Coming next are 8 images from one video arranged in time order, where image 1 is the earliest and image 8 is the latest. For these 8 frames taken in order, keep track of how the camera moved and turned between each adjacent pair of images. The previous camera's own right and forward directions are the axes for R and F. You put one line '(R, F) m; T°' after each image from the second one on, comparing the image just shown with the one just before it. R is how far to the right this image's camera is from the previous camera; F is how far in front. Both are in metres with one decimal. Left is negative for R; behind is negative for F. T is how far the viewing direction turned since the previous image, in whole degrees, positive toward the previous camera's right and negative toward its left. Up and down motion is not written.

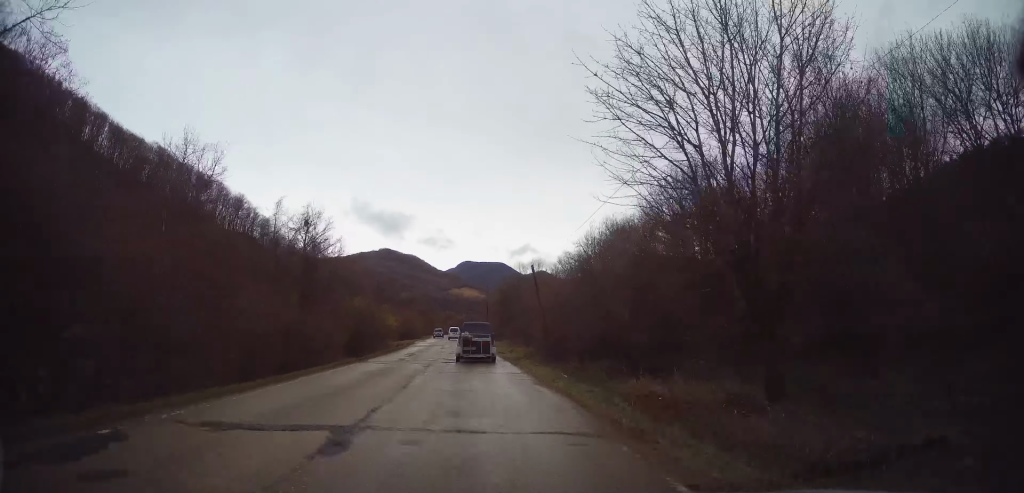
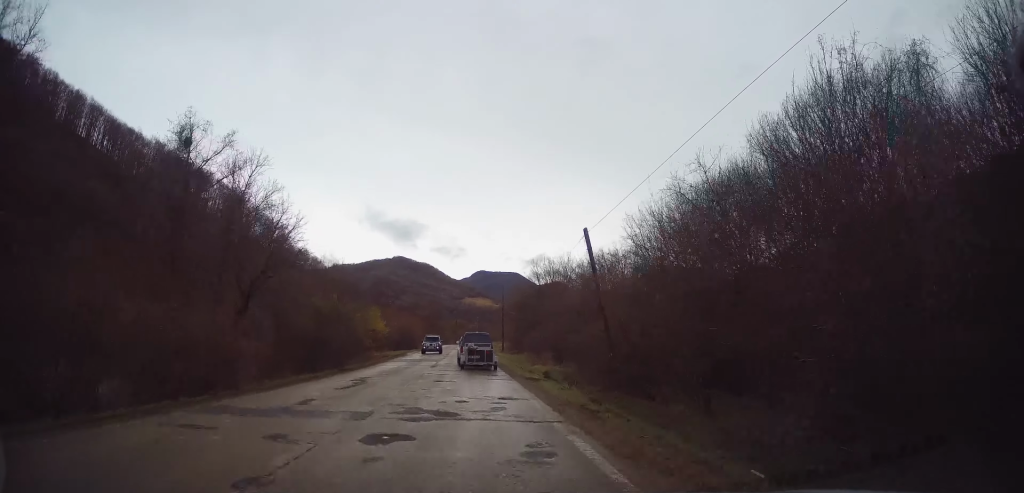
(+0.3, +15.8) m; +1°
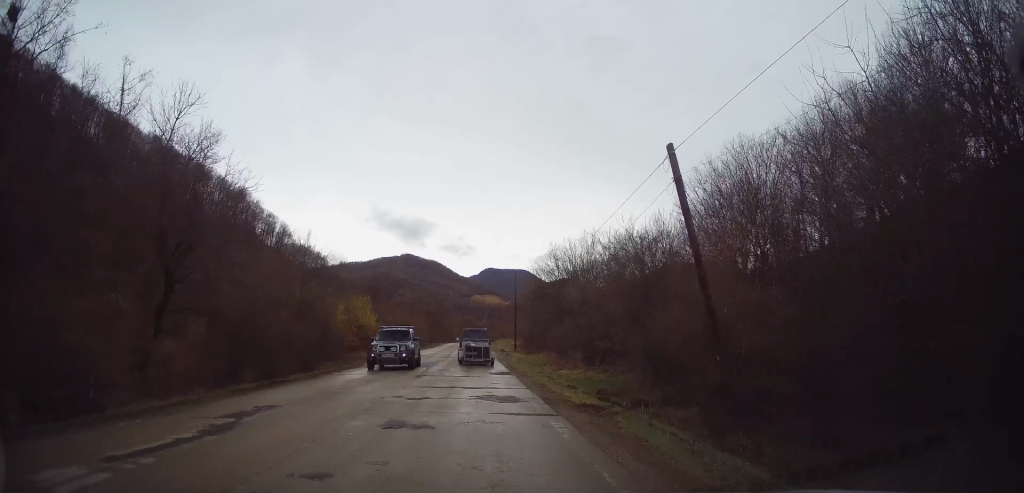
(0.0, +9.4) m; -1°
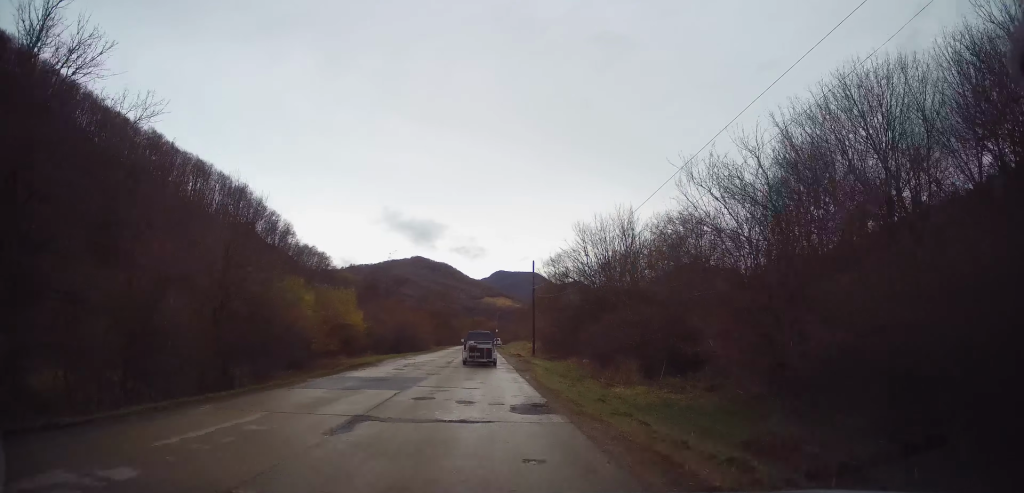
(-0.2, +9.9) m; -2°
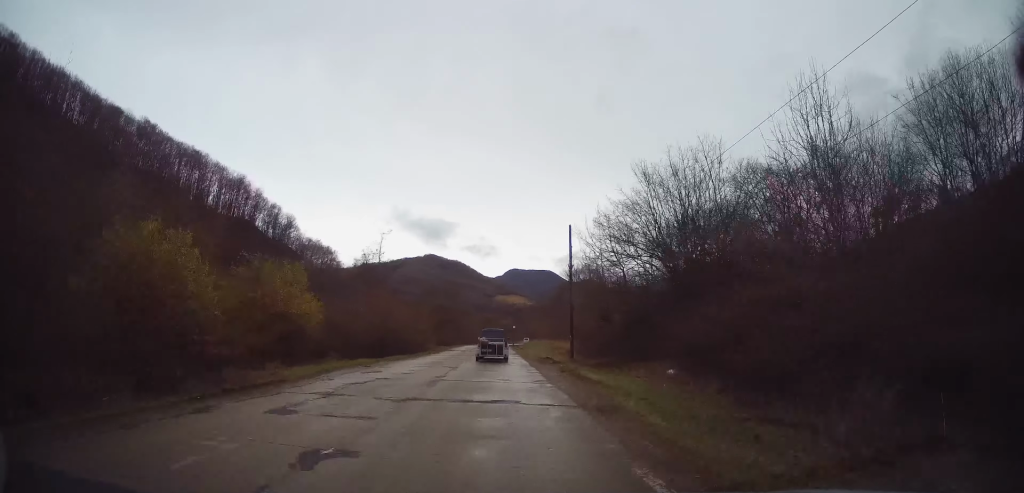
(-0.3, +14.0) m; -1°
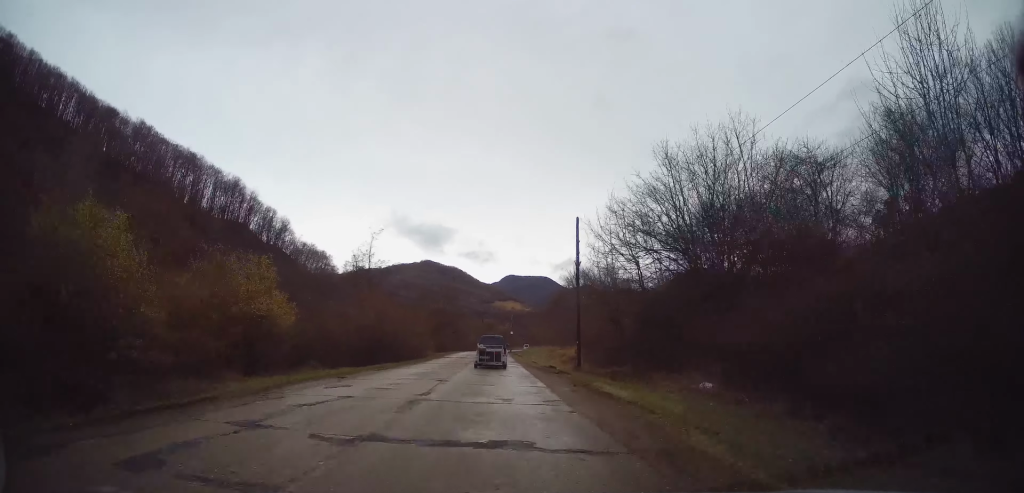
(0.0, +4.2) m; 0°
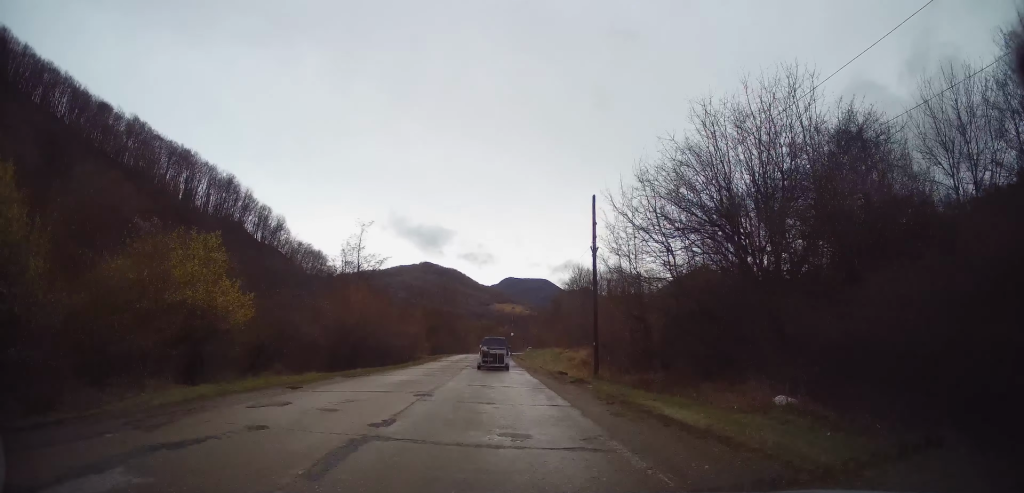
(+0.1, +4.9) m; +1°
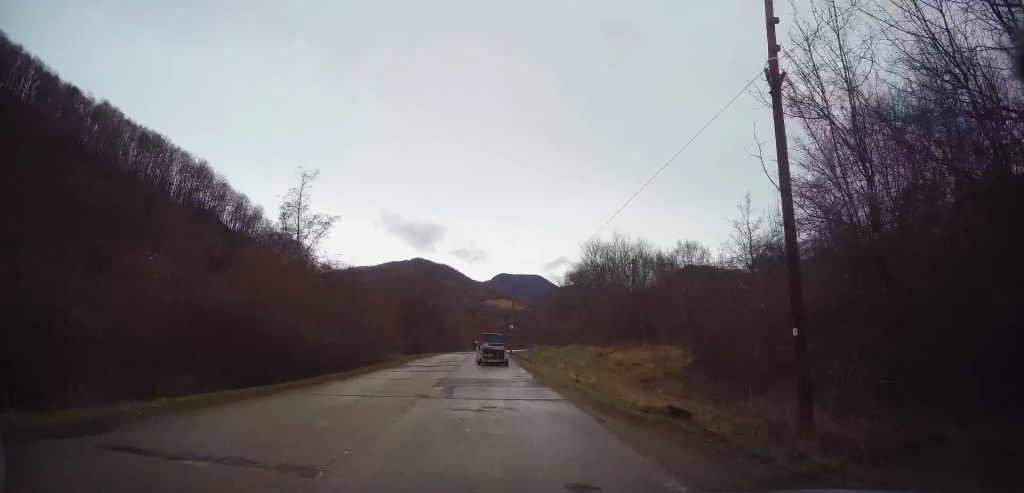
(+0.2, +16.7) m; +1°
